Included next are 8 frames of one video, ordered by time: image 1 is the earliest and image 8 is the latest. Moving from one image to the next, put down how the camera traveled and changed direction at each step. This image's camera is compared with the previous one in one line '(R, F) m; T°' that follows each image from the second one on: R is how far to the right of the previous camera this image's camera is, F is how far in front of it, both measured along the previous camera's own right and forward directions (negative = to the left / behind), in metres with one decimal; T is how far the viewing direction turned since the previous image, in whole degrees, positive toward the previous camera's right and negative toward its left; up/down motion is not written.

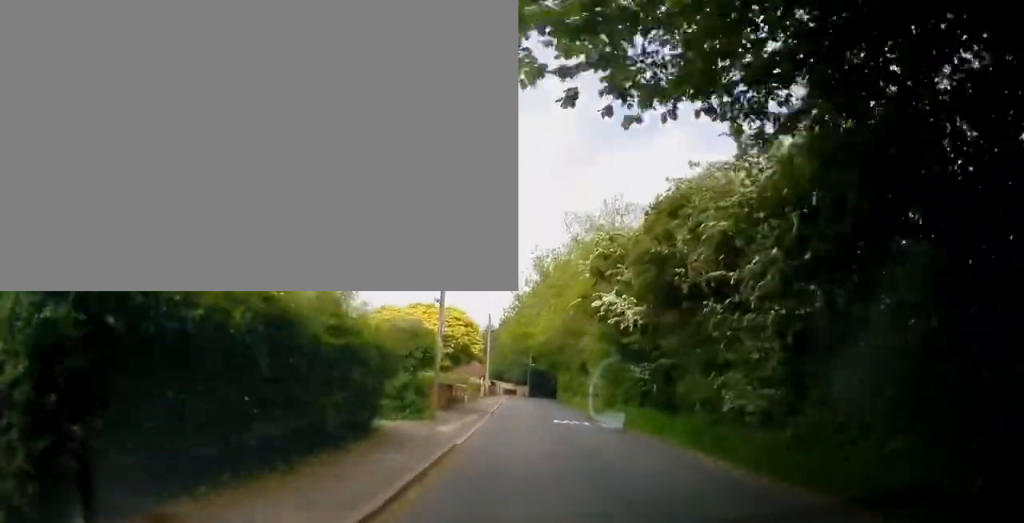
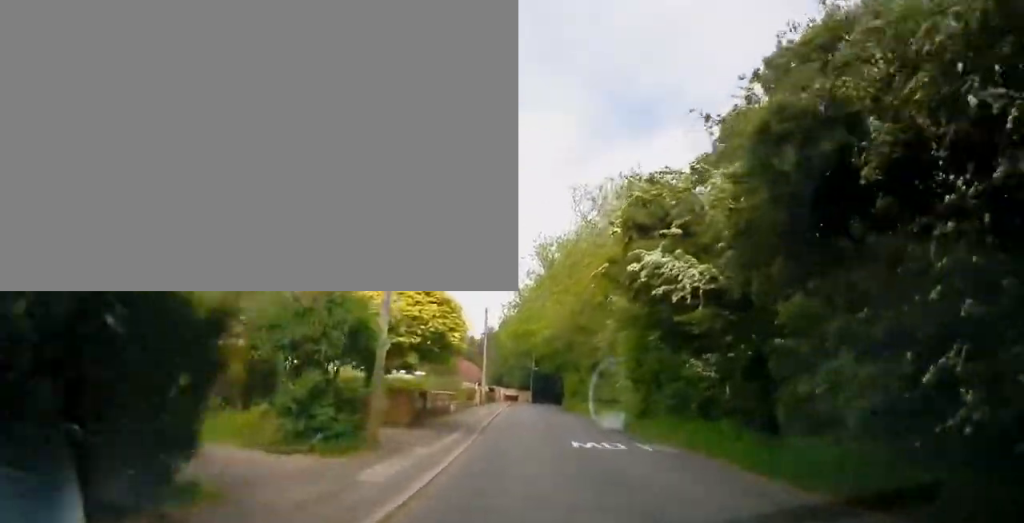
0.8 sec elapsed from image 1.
(-0.2, +7.2) m; -2°
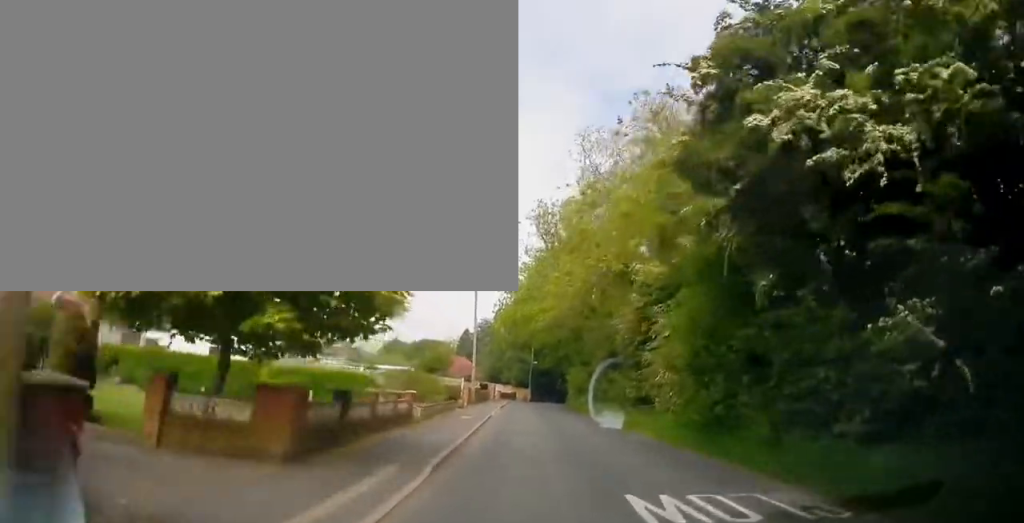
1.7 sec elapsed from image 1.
(-0.3, +8.4) m; 0°
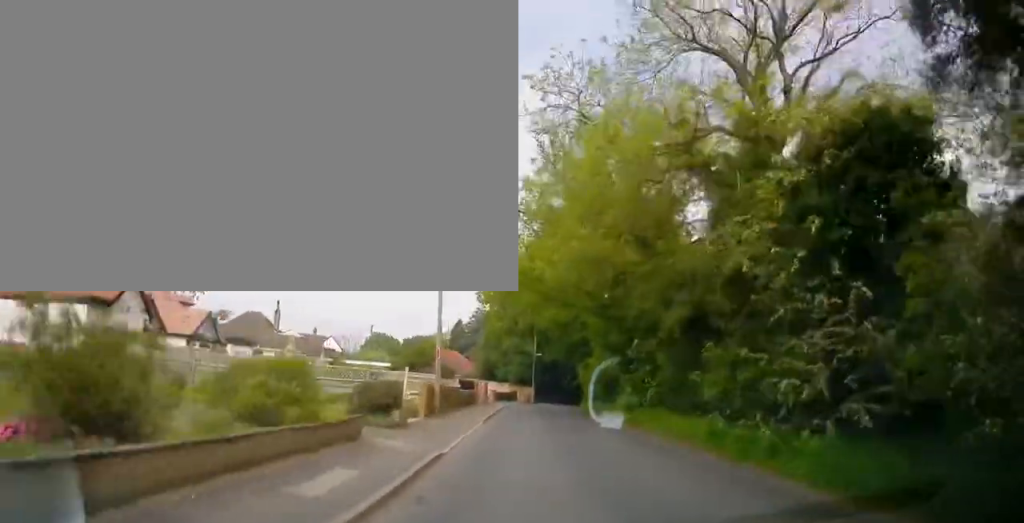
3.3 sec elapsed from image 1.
(+0.7, +15.2) m; +2°
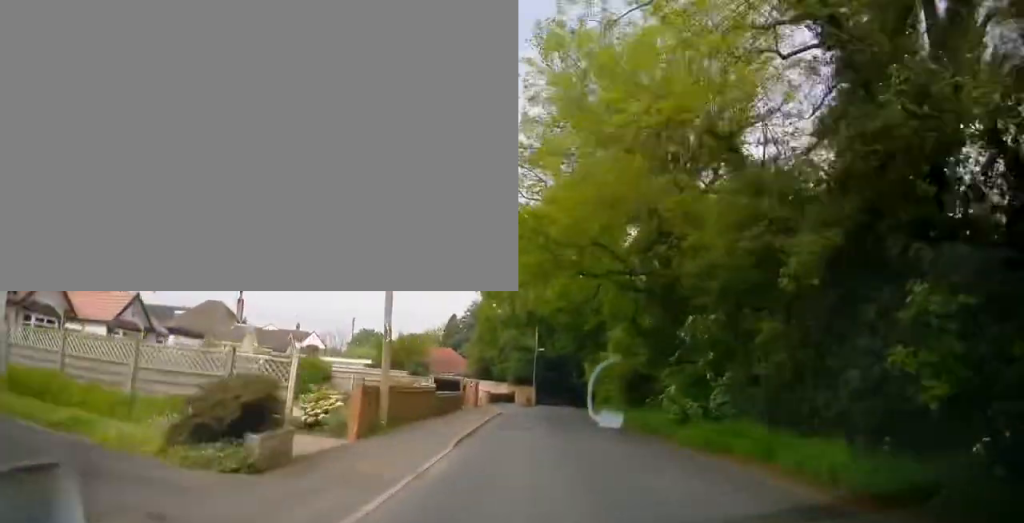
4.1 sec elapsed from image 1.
(-0.1, +8.2) m; 0°
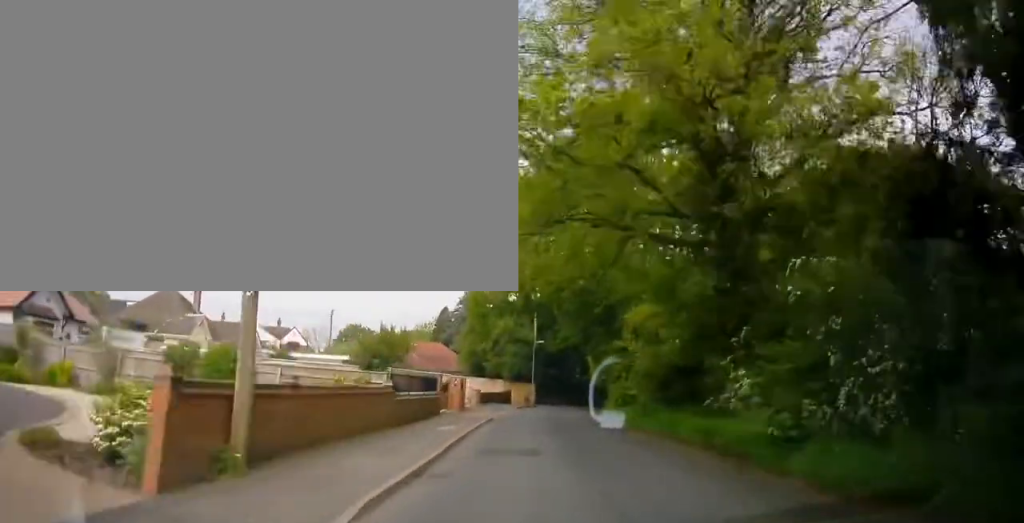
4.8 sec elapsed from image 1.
(0.0, +7.0) m; 0°
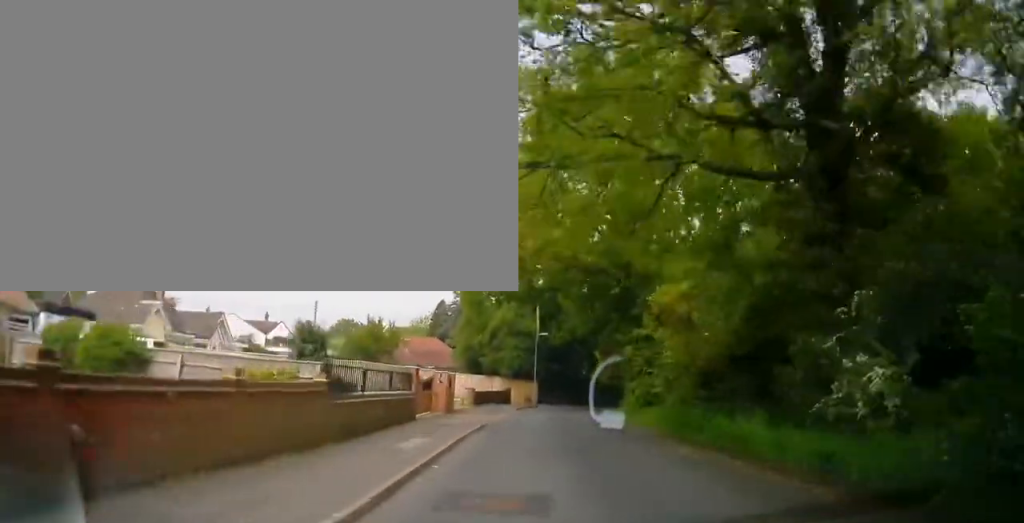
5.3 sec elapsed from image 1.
(0.0, +5.4) m; 0°
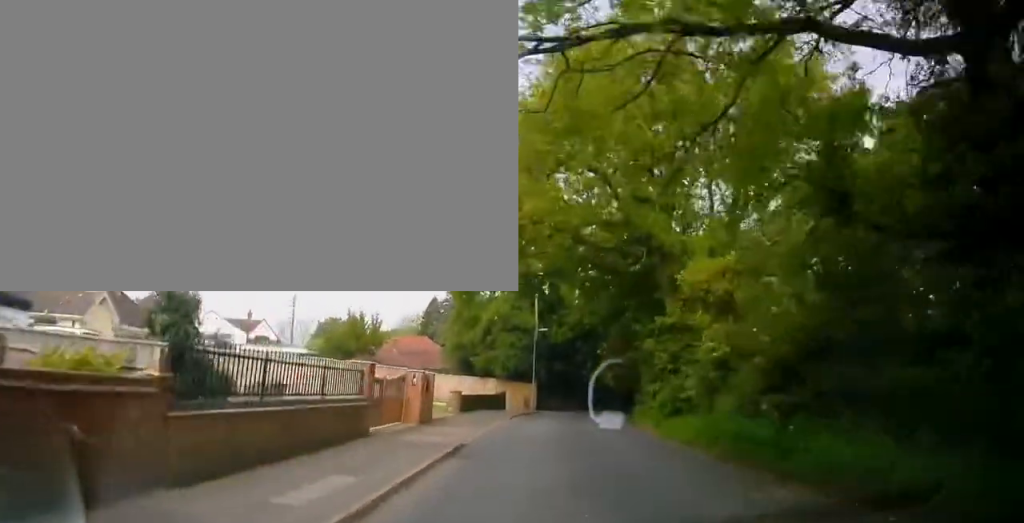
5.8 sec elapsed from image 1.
(0.0, +5.0) m; 0°
